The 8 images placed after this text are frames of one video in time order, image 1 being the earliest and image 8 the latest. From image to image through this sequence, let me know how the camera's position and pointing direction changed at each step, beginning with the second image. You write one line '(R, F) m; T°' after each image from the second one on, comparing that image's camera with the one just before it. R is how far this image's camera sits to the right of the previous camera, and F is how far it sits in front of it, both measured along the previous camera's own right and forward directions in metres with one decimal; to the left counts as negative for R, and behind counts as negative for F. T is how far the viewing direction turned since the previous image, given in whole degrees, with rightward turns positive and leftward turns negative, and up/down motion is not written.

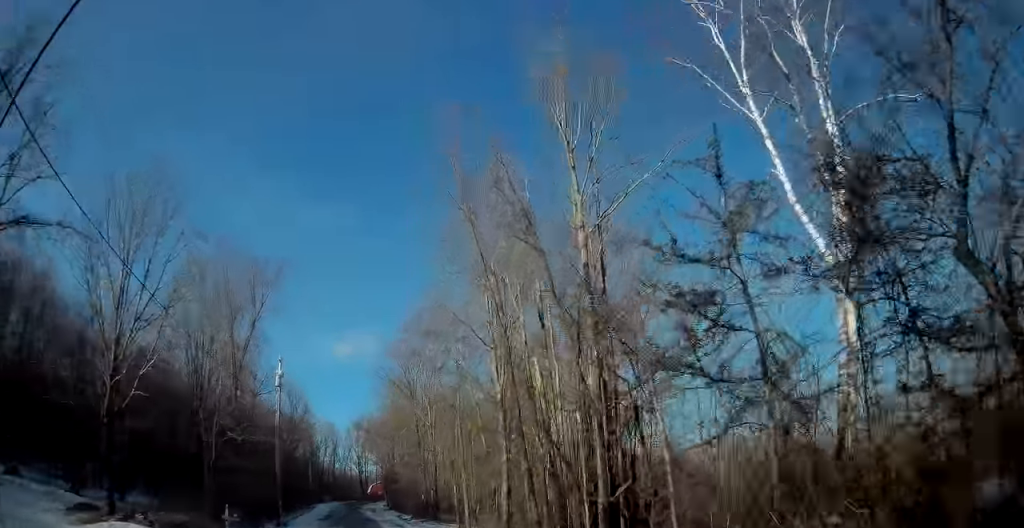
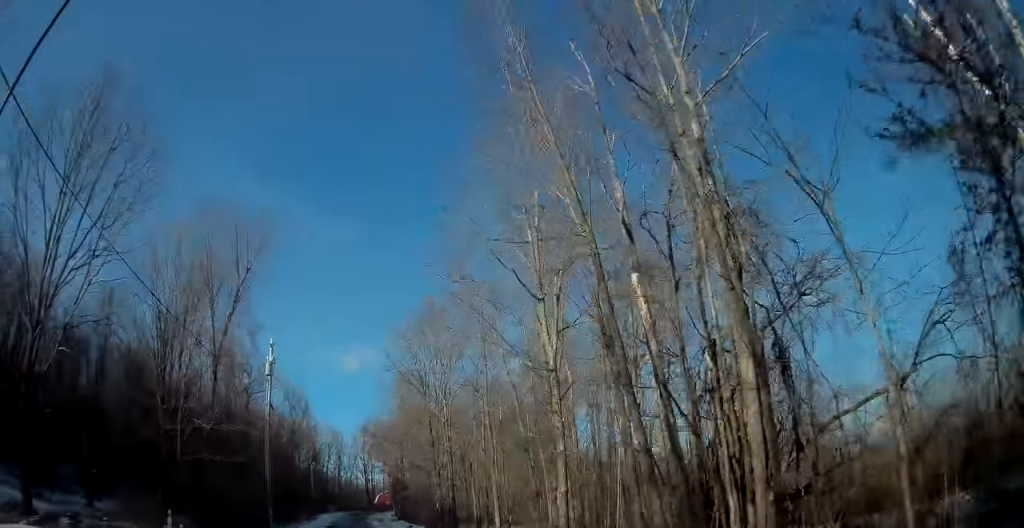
(-0.1, +5.6) m; -1°
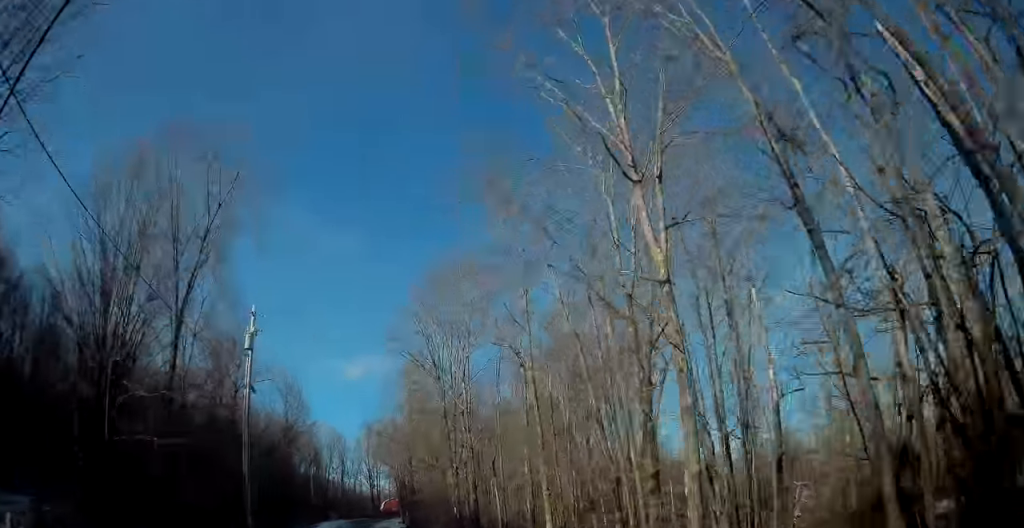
(-0.1, +6.2) m; 0°
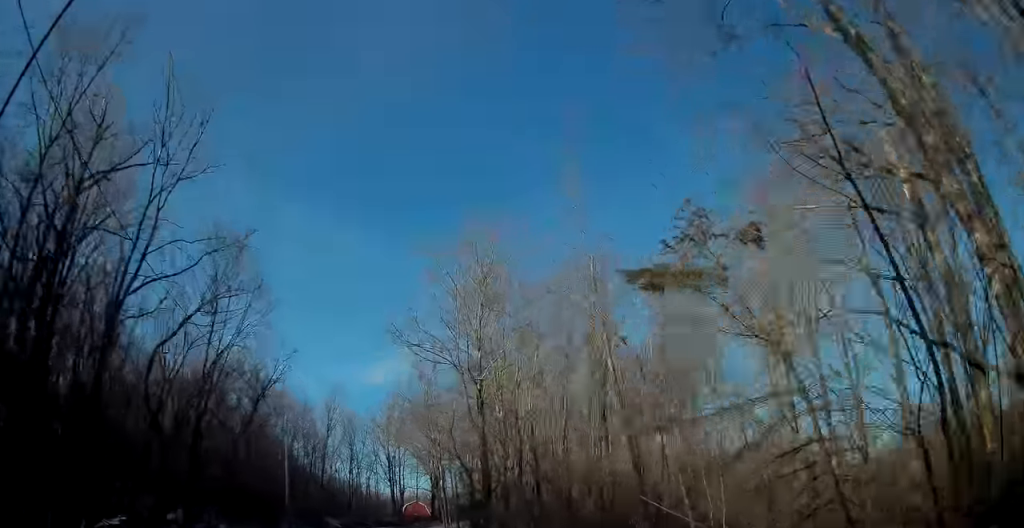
(0.0, +30.3) m; 0°
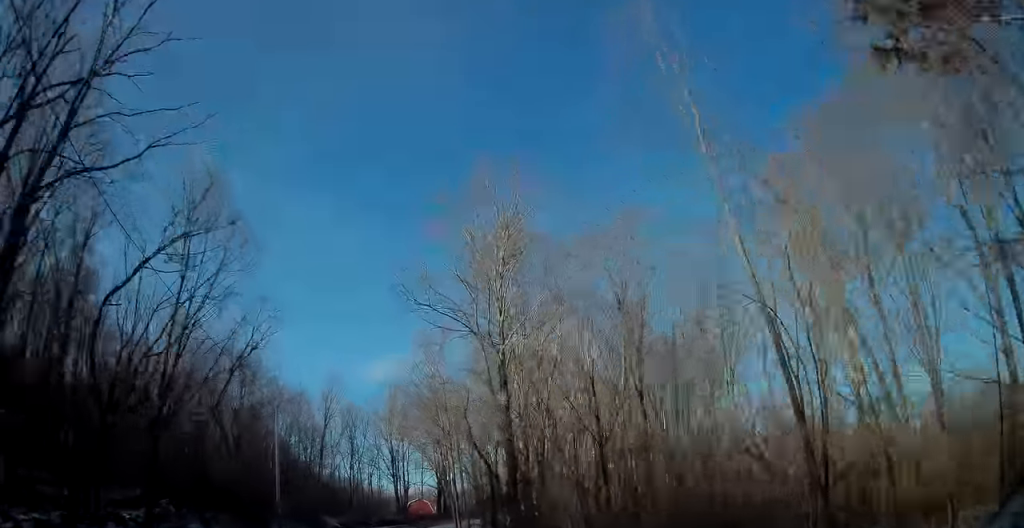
(+0.1, +4.5) m; -1°
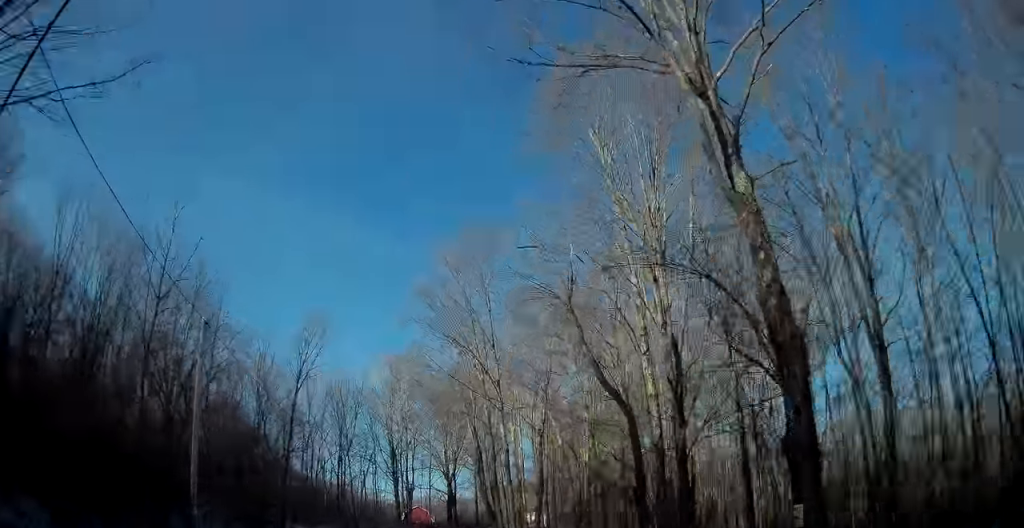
(-0.2, +15.3) m; +1°
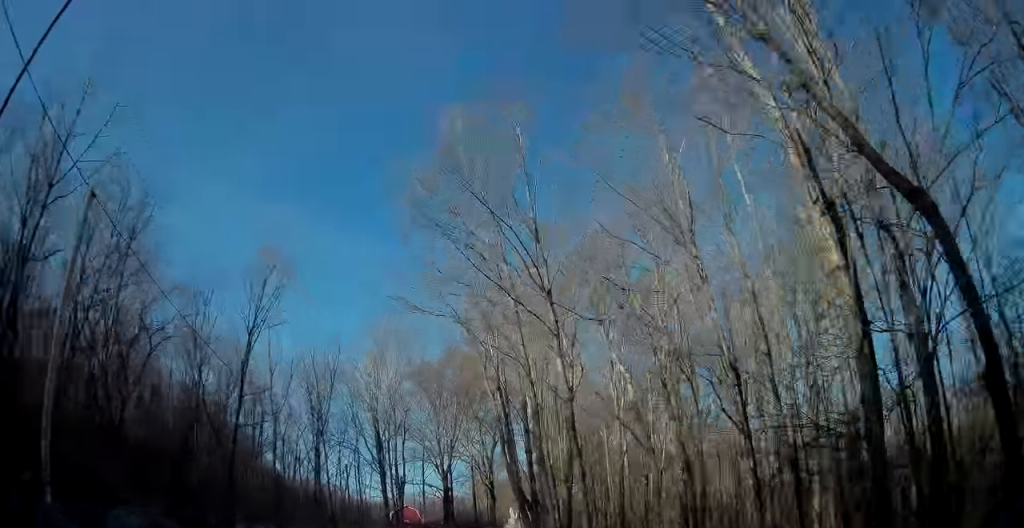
(+0.4, +8.4) m; +3°
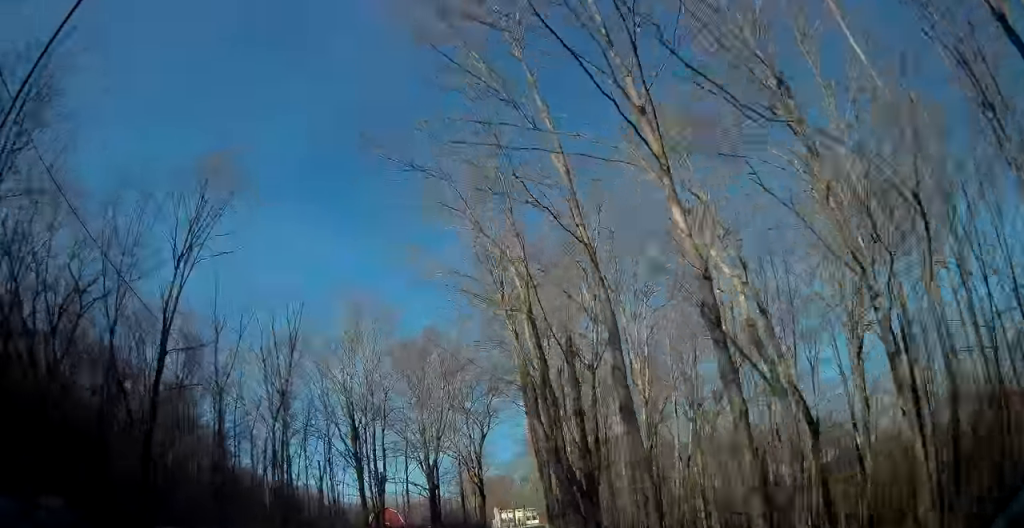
(0.0, +6.7) m; 0°
